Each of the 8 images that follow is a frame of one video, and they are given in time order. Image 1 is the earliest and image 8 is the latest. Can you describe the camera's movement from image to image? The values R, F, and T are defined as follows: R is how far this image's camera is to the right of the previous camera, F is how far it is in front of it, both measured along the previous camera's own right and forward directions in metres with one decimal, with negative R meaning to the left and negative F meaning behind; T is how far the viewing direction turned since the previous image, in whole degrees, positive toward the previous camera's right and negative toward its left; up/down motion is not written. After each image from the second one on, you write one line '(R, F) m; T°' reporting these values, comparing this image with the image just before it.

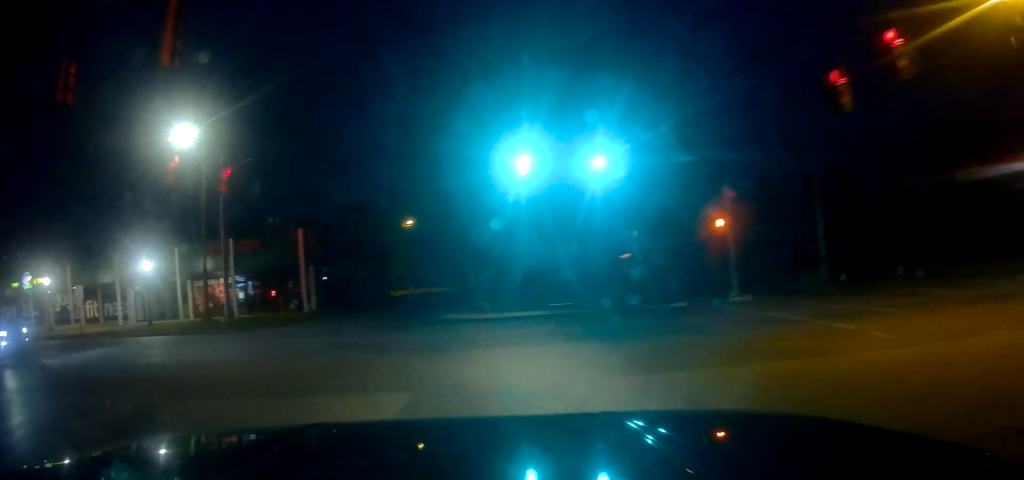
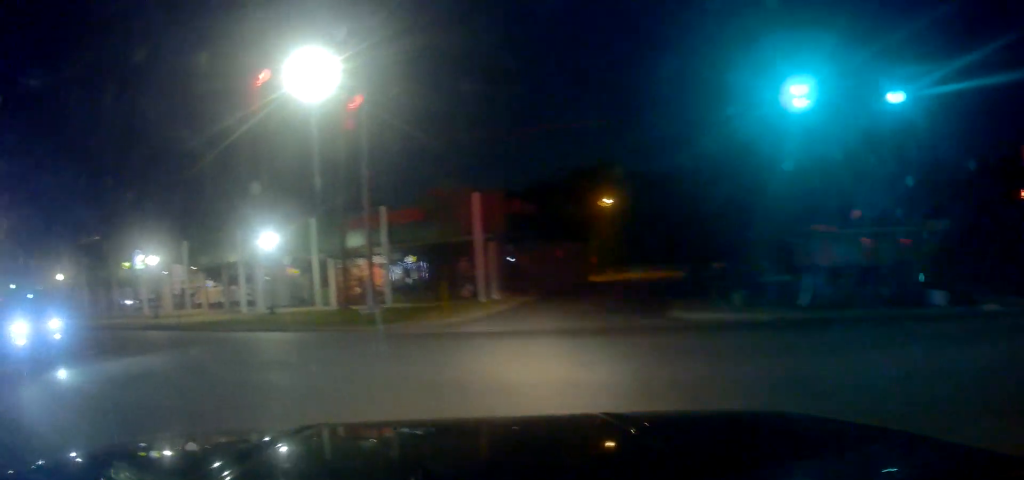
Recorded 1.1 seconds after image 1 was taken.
(-1.4, +8.7) m; -18°
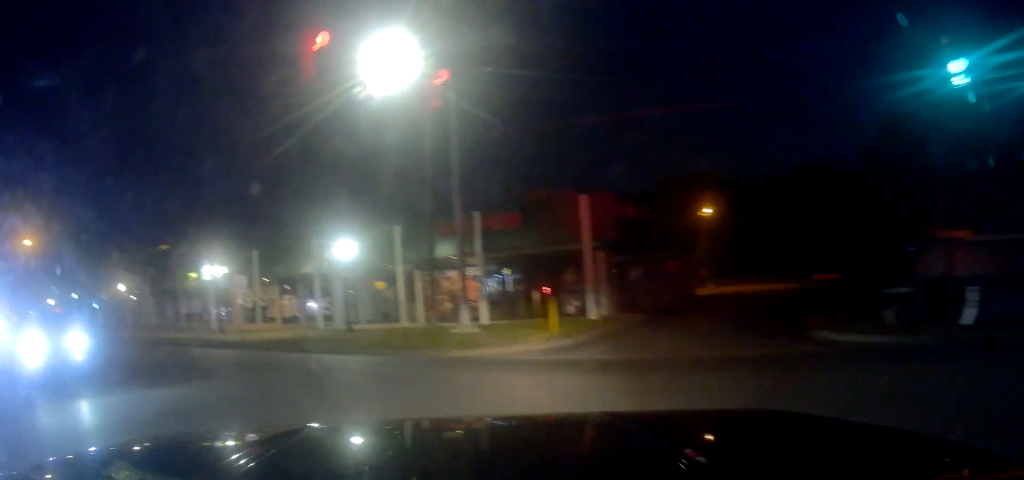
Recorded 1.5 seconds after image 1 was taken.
(-0.5, +3.3) m; -8°
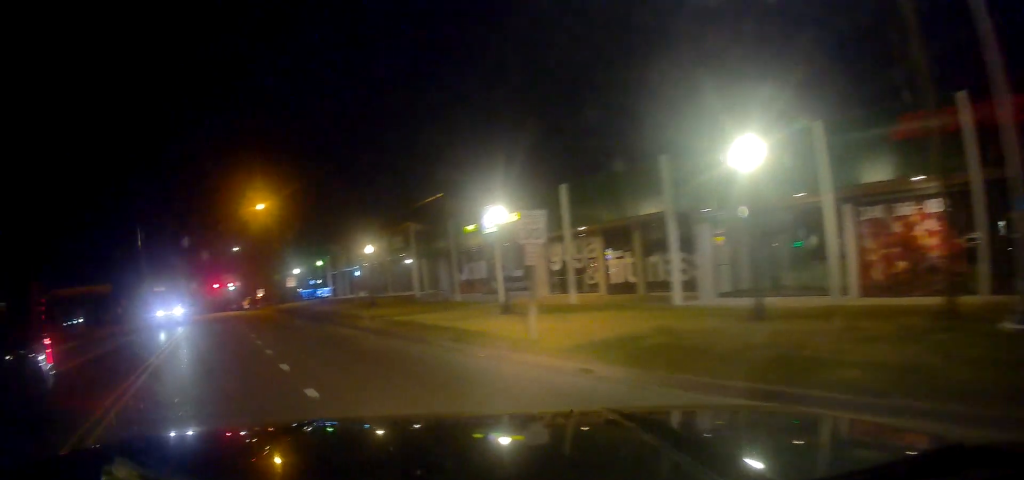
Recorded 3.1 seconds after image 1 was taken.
(-2.7, +12.3) m; -25°
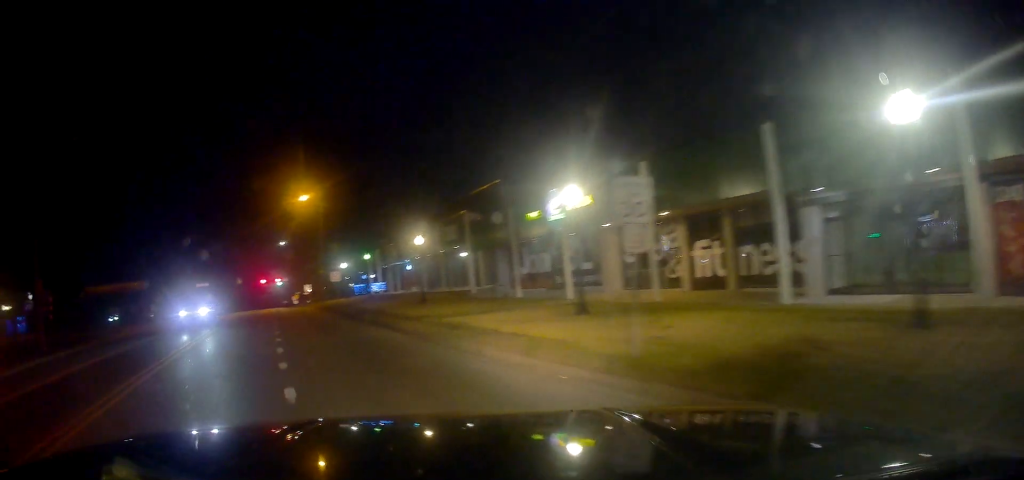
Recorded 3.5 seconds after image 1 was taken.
(-0.3, +3.5) m; -6°
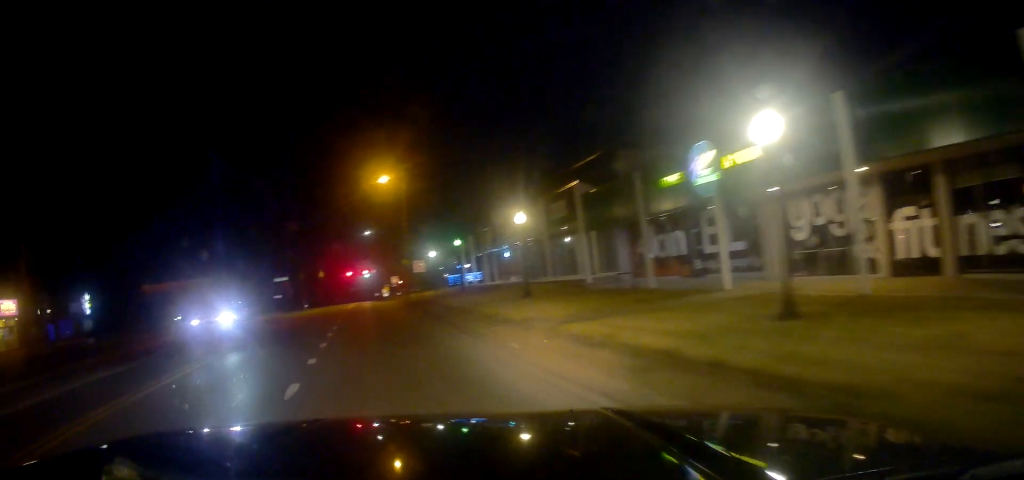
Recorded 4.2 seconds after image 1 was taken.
(-0.6, +6.7) m; -11°
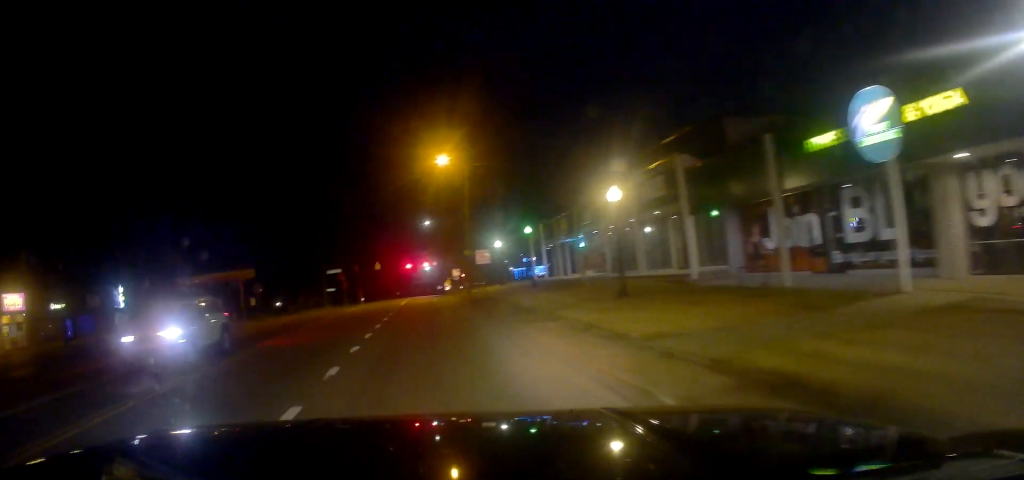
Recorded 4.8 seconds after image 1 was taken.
(-0.5, +5.9) m; -8°
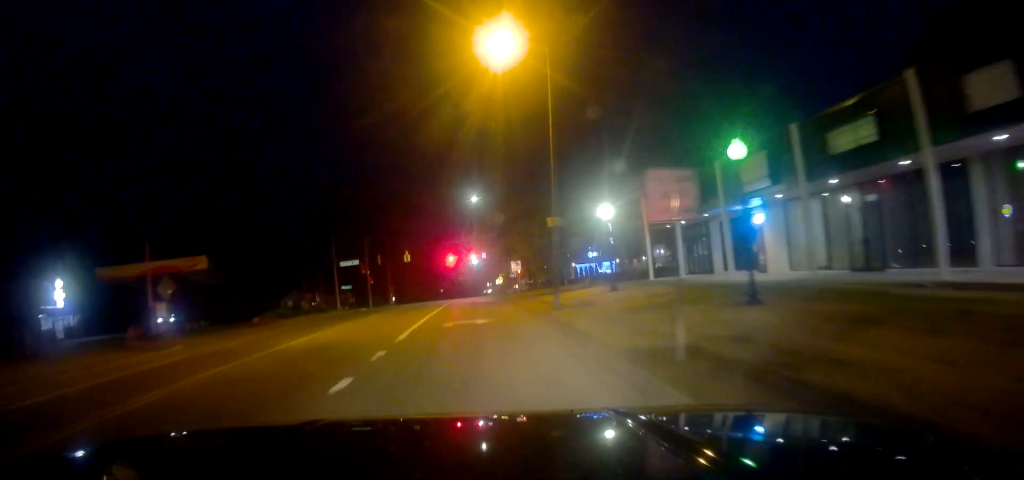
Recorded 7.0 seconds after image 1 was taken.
(-2.3, +23.6) m; -10°
